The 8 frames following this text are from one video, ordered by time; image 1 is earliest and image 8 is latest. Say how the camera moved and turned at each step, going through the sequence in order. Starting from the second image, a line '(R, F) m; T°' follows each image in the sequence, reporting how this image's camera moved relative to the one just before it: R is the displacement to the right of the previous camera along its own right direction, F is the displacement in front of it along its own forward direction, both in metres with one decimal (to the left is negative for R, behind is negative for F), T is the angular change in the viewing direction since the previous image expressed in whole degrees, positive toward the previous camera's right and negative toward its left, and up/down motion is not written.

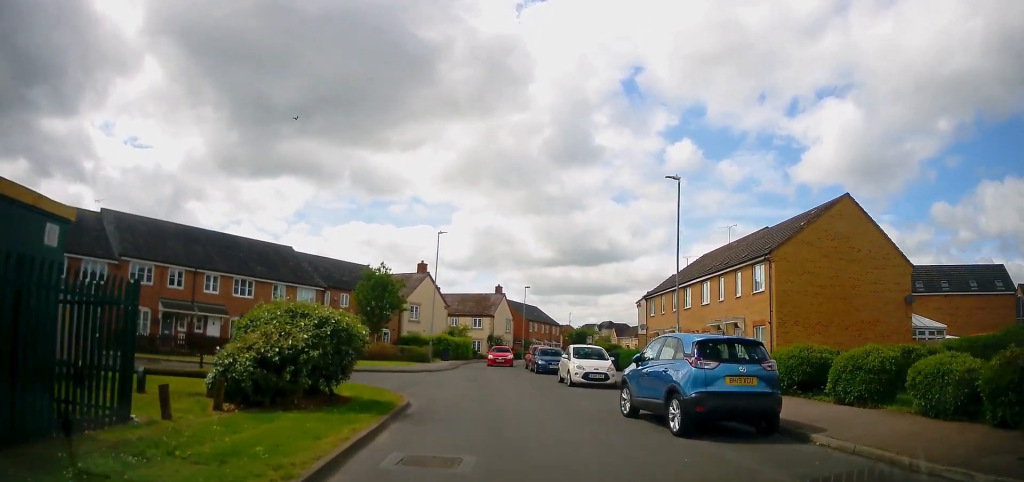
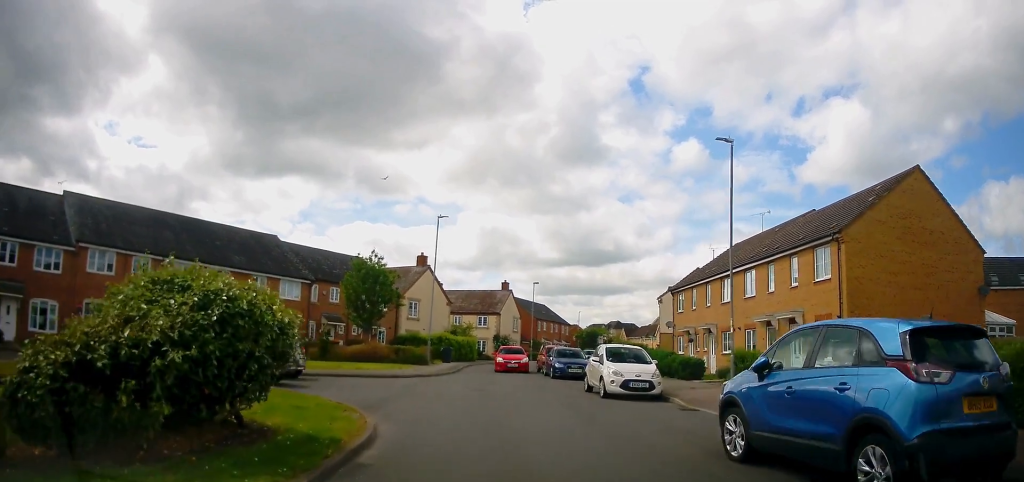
(-0.5, +4.8) m; -2°
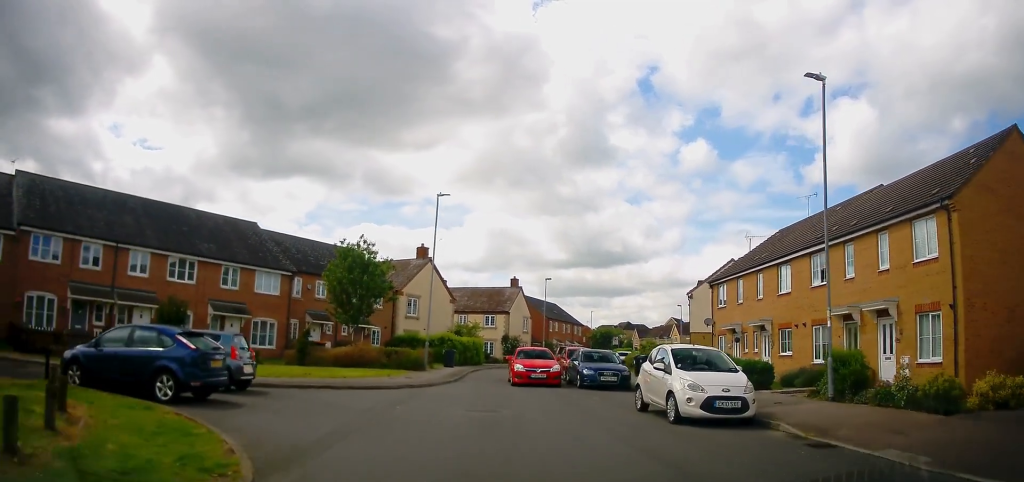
(0.0, +5.3) m; 0°
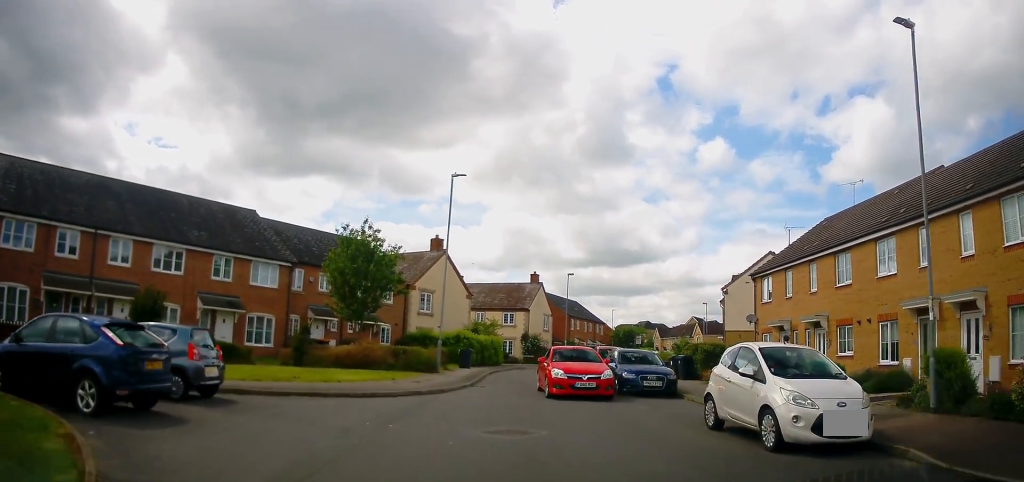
(+0.2, +3.3) m; 0°
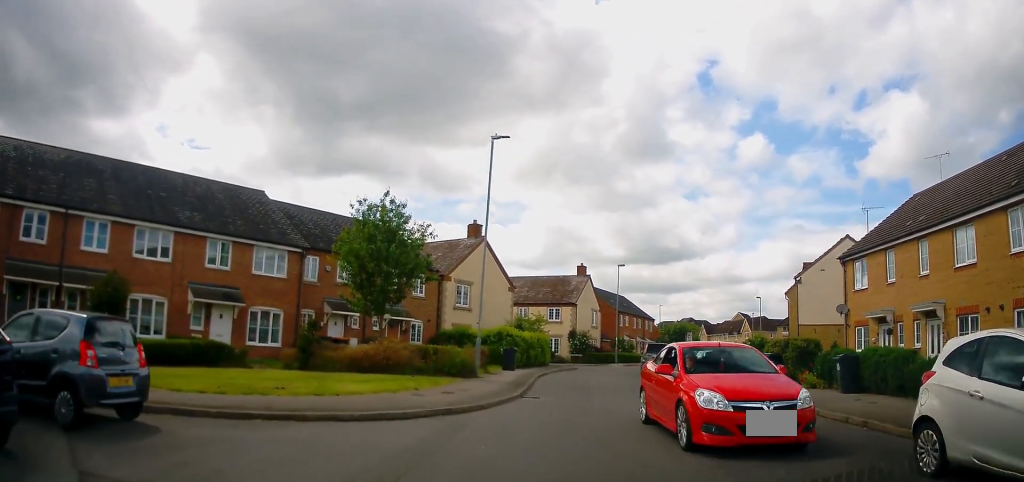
(-0.4, +4.8) m; -5°
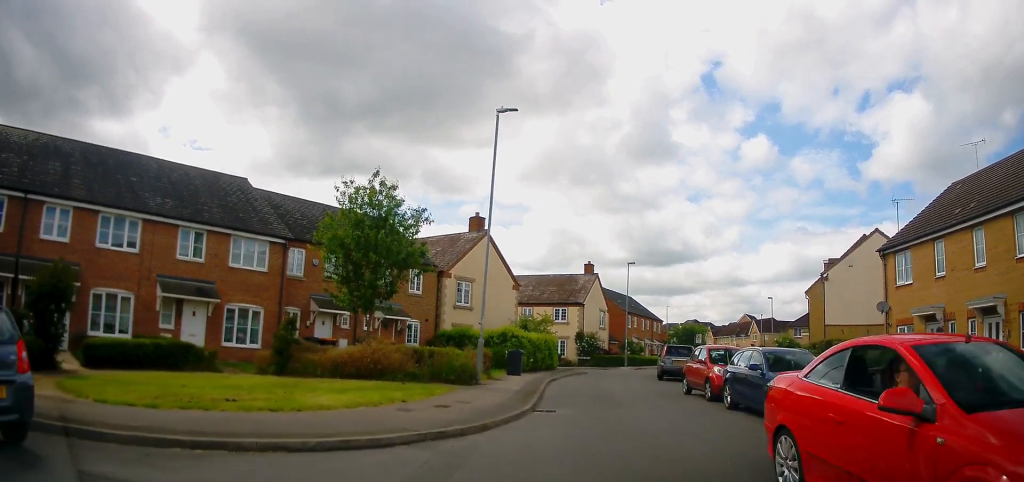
(+0.1, +2.9) m; -3°
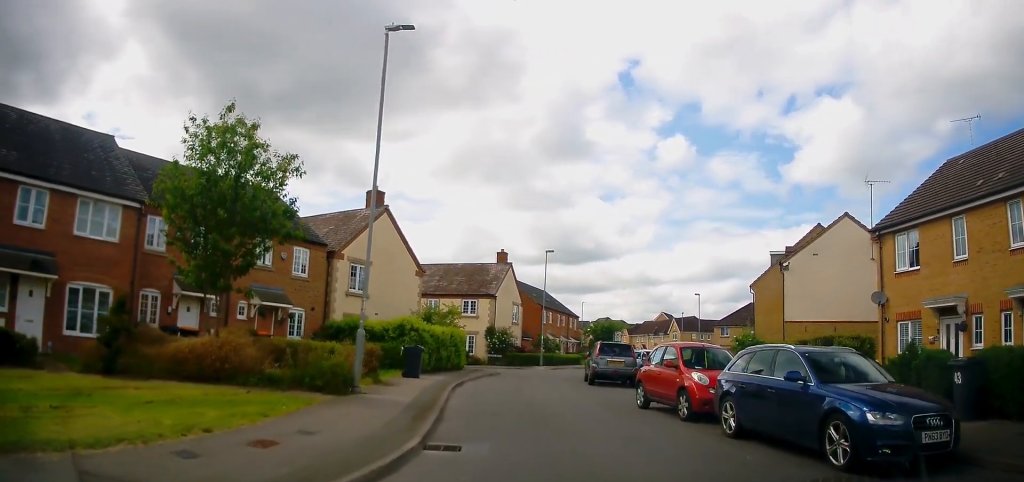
(-0.2, +5.0) m; +7°
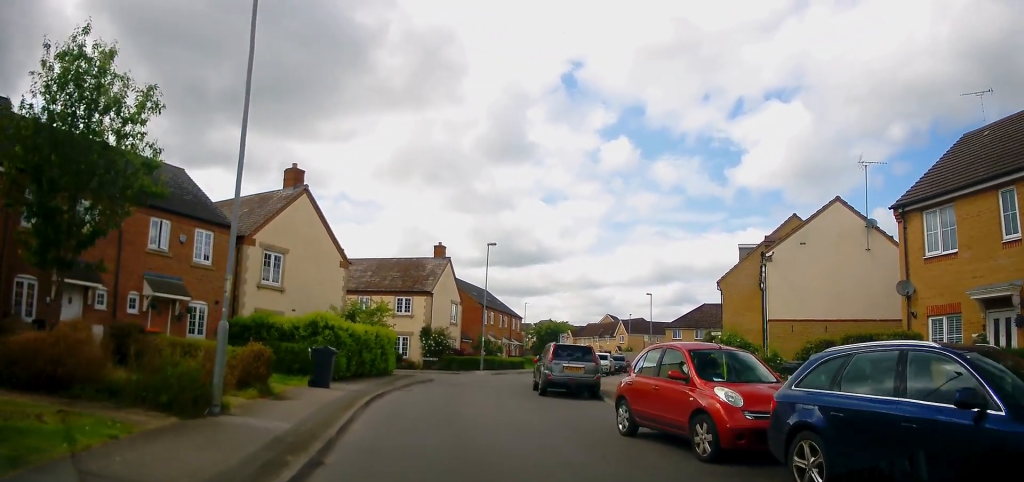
(+0.6, +4.0) m; +13°
